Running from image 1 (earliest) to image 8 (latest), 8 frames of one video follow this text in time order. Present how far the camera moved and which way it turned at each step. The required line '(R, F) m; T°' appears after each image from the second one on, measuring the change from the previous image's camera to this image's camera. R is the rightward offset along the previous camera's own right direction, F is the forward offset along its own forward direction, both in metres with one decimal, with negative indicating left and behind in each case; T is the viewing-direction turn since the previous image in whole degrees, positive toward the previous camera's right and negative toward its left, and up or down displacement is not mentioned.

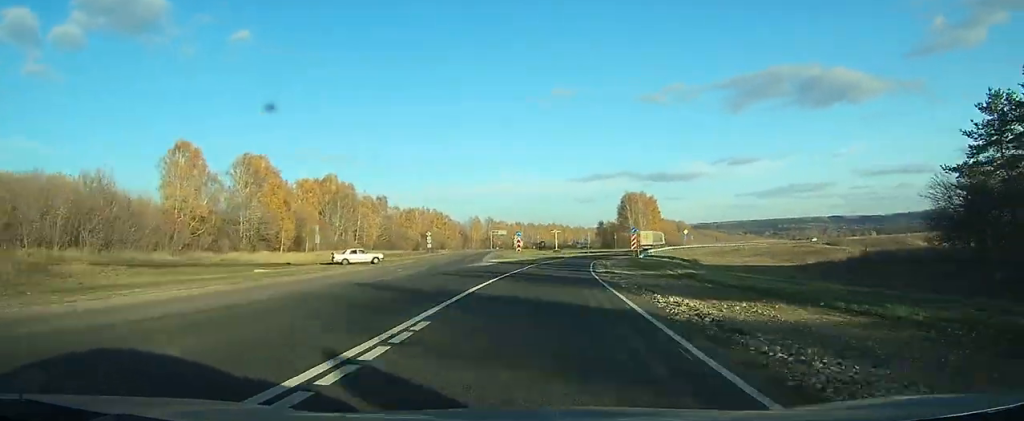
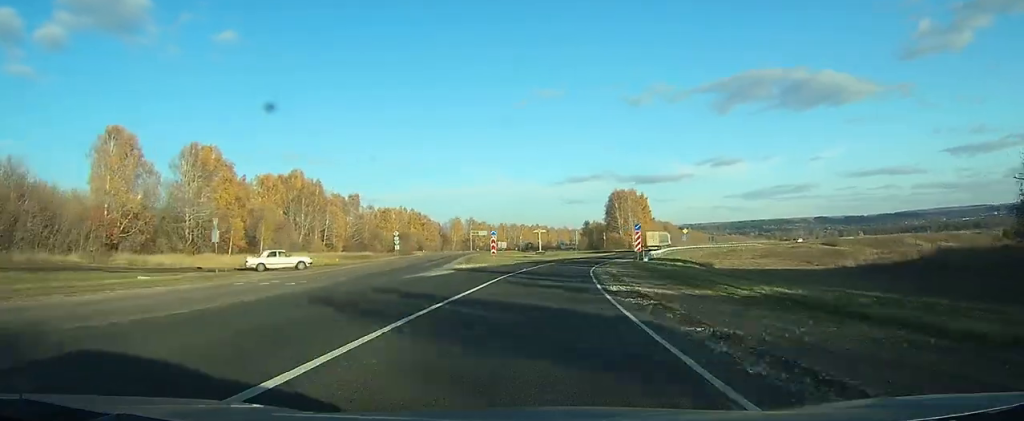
(+0.1, +13.1) m; +2°
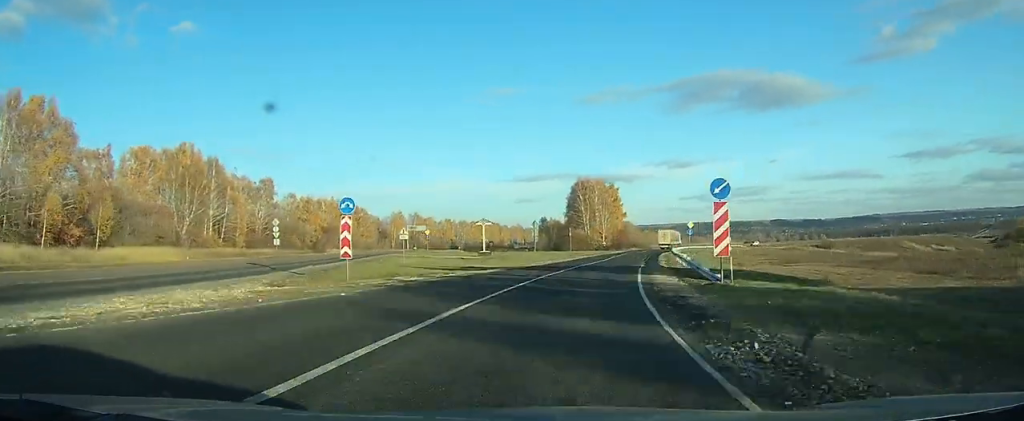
(+1.1, +34.6) m; +6°
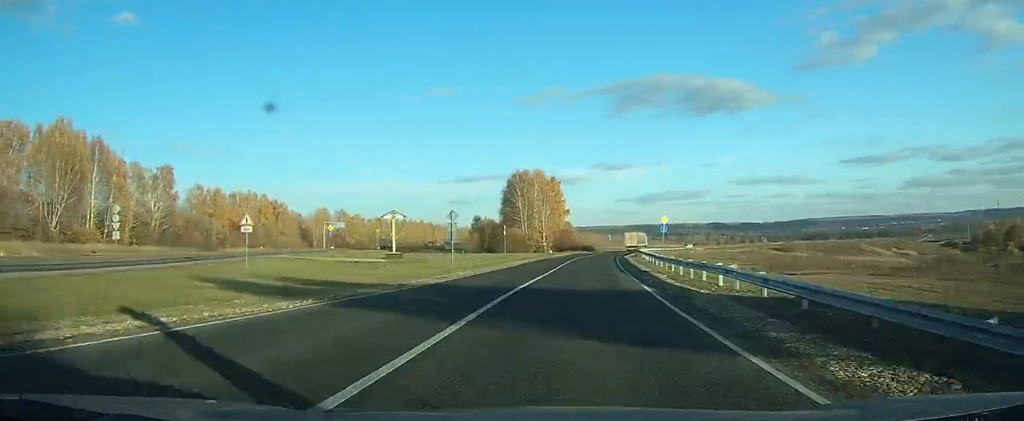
(+1.2, +20.8) m; +5°
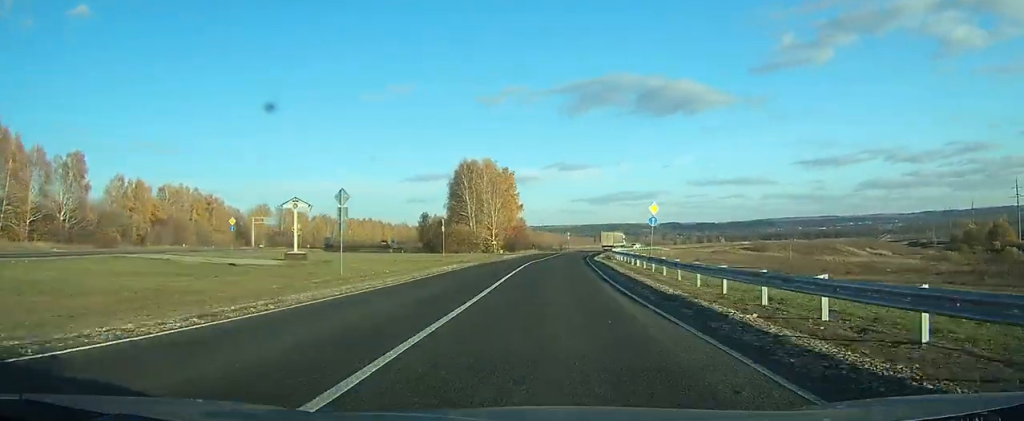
(+0.5, +17.1) m; +3°
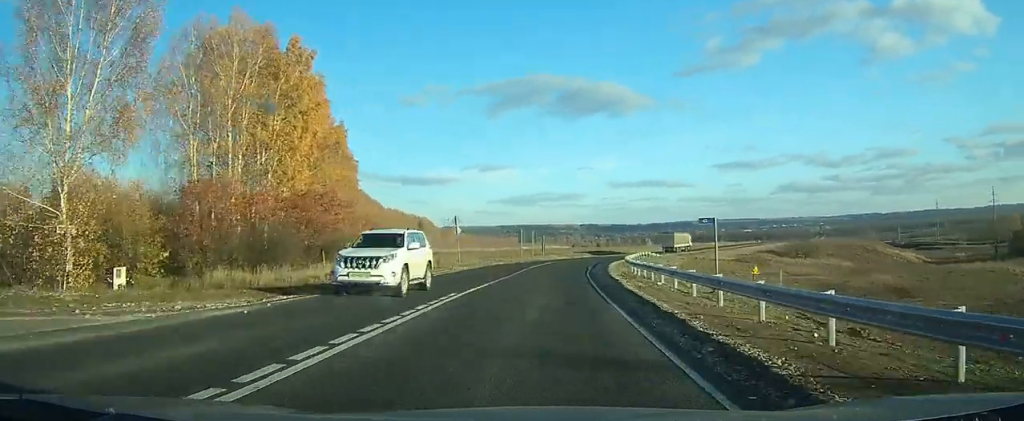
(+7.5, +77.6) m; +11°
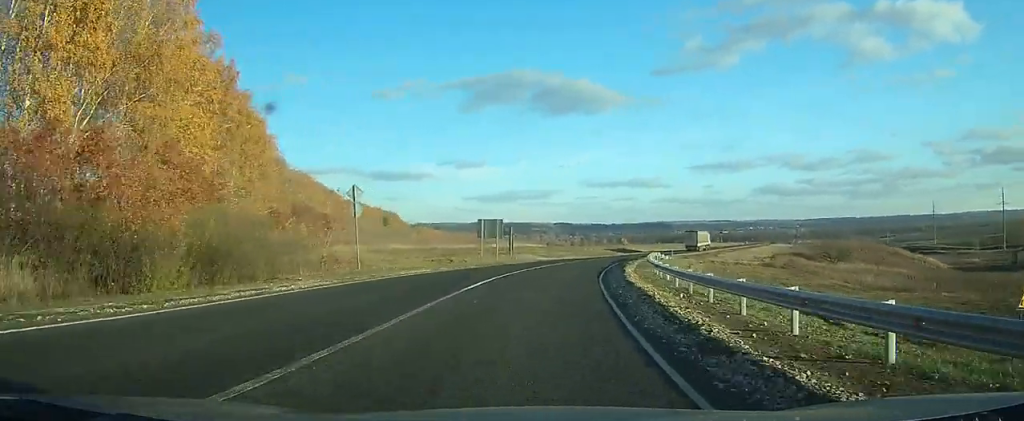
(+0.5, +22.4) m; +4°
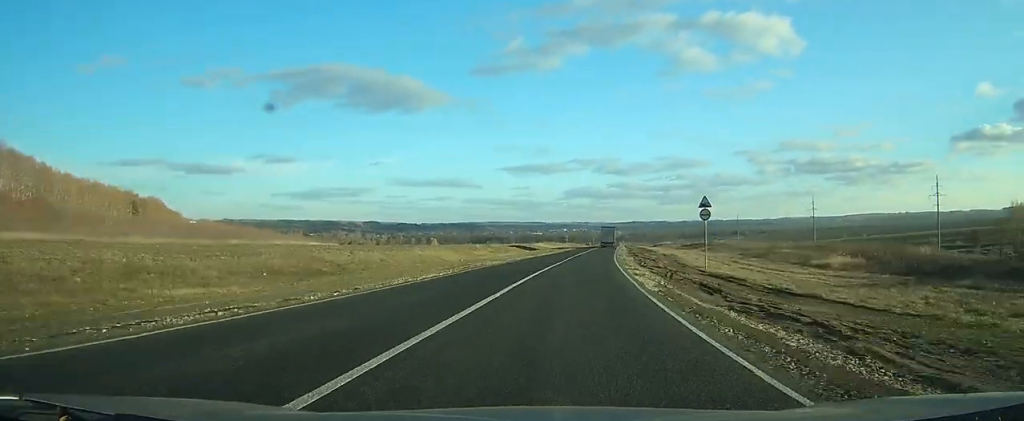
(+9.3, +74.3) m; +16°
